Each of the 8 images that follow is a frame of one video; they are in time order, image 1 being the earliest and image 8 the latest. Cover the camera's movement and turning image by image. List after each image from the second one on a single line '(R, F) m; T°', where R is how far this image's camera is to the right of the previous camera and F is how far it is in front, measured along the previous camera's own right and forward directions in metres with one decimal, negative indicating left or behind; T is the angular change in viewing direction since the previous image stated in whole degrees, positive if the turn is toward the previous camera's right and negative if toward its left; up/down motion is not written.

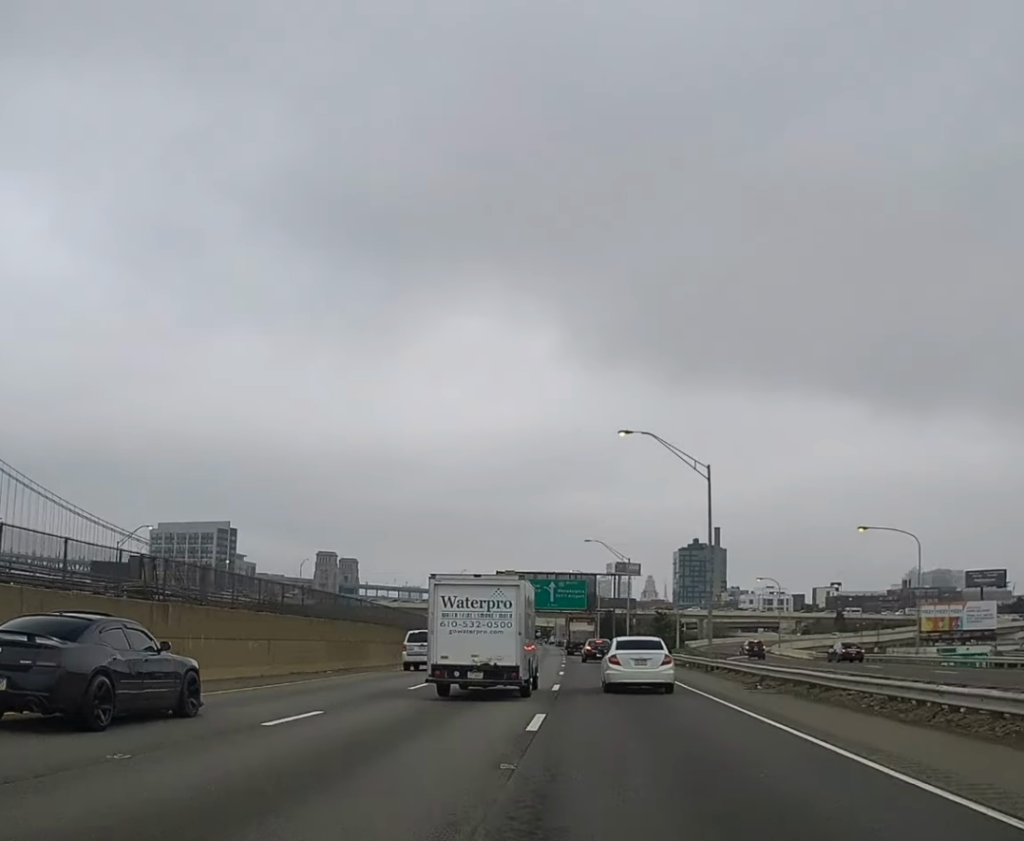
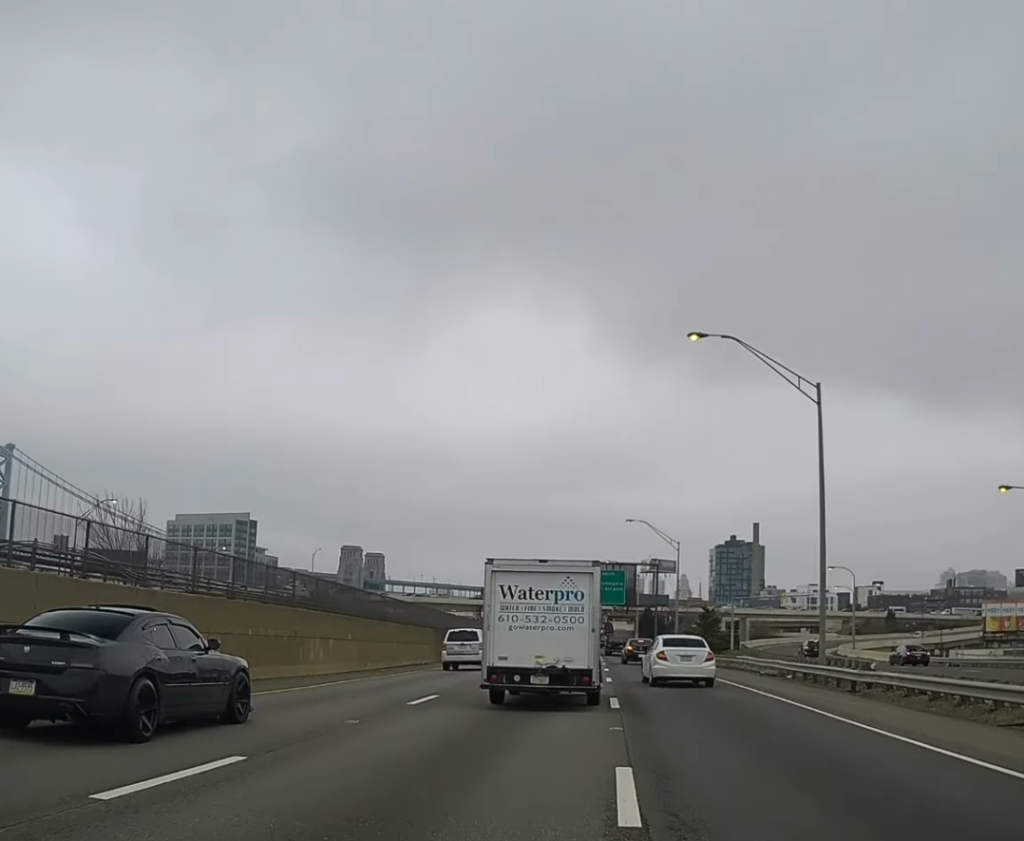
(-0.1, +23.1) m; -1°
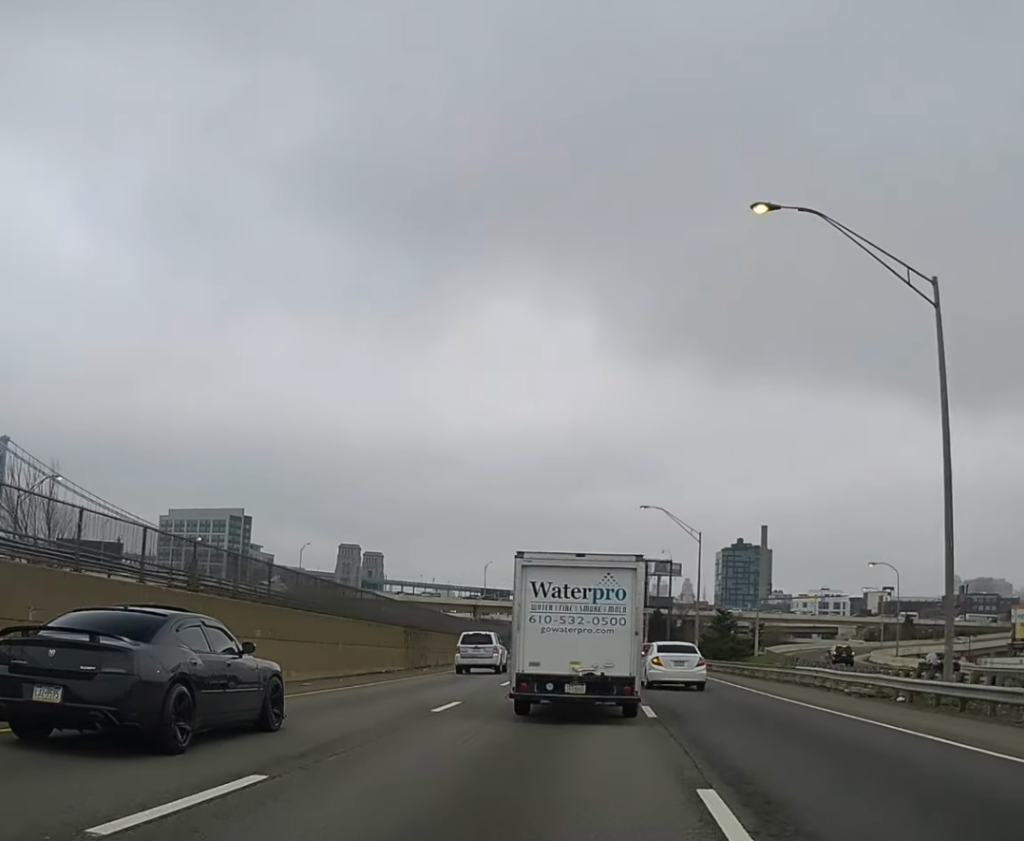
(-0.2, +14.8) m; -1°
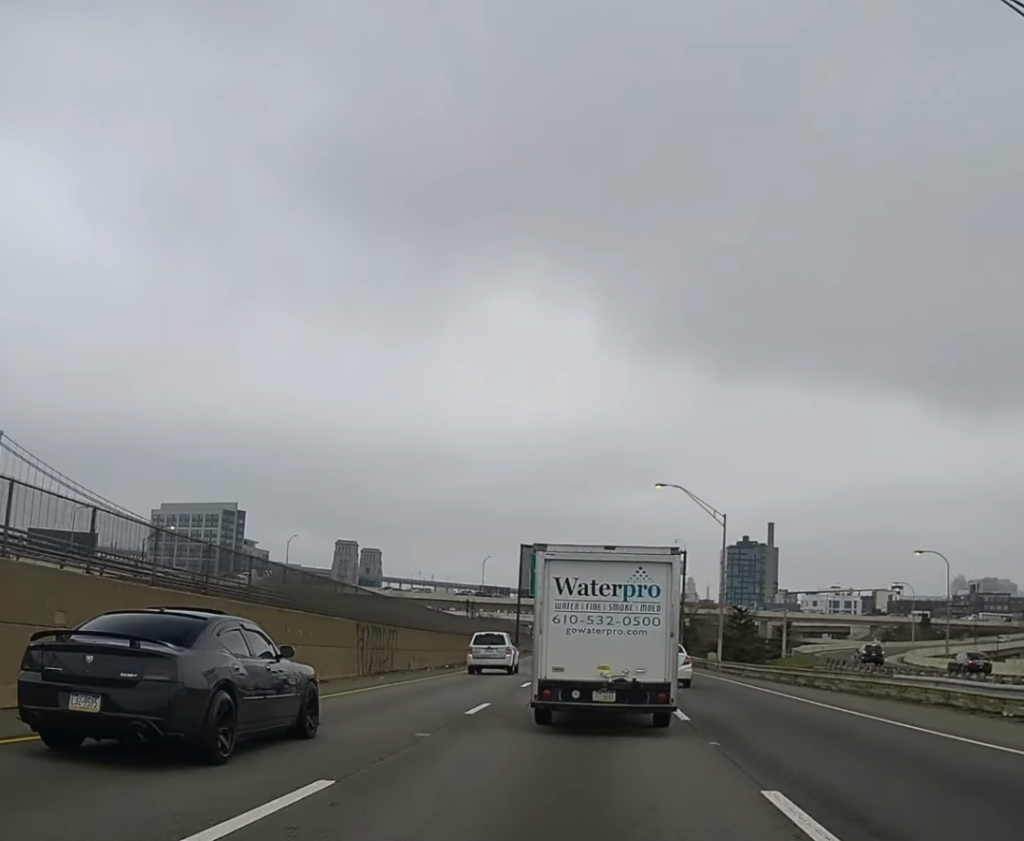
(0.0, +13.7) m; -1°
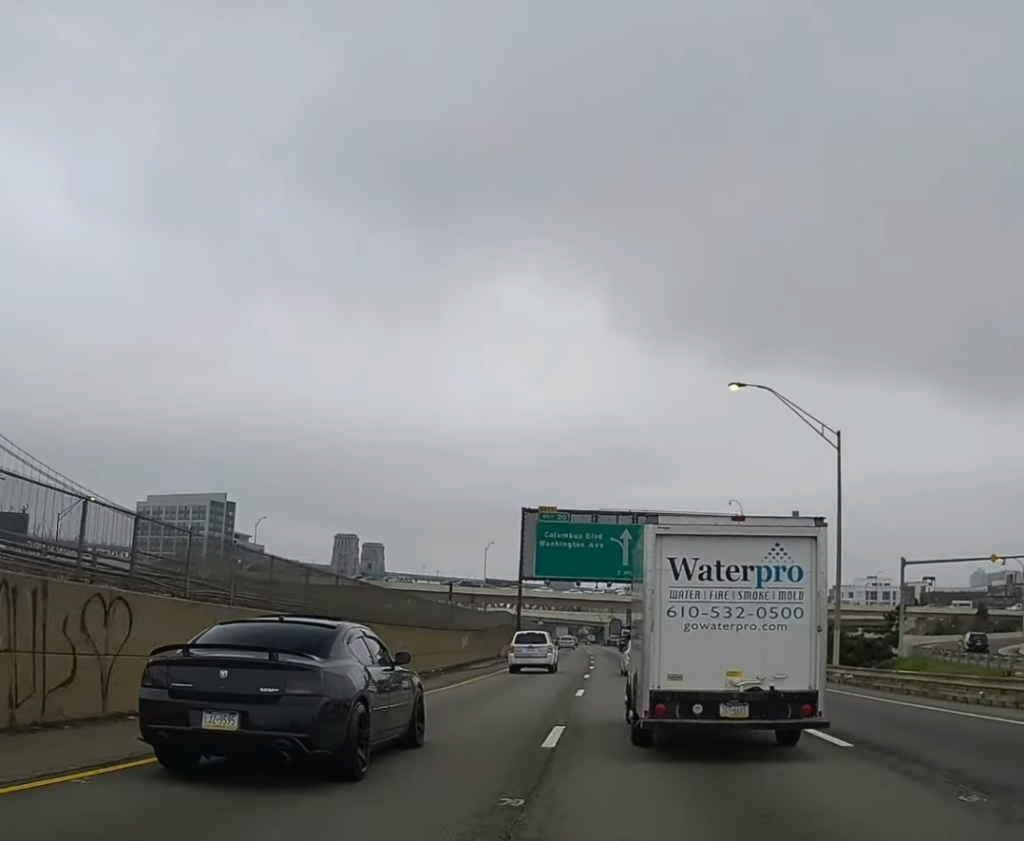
(-0.7, +31.6) m; -1°
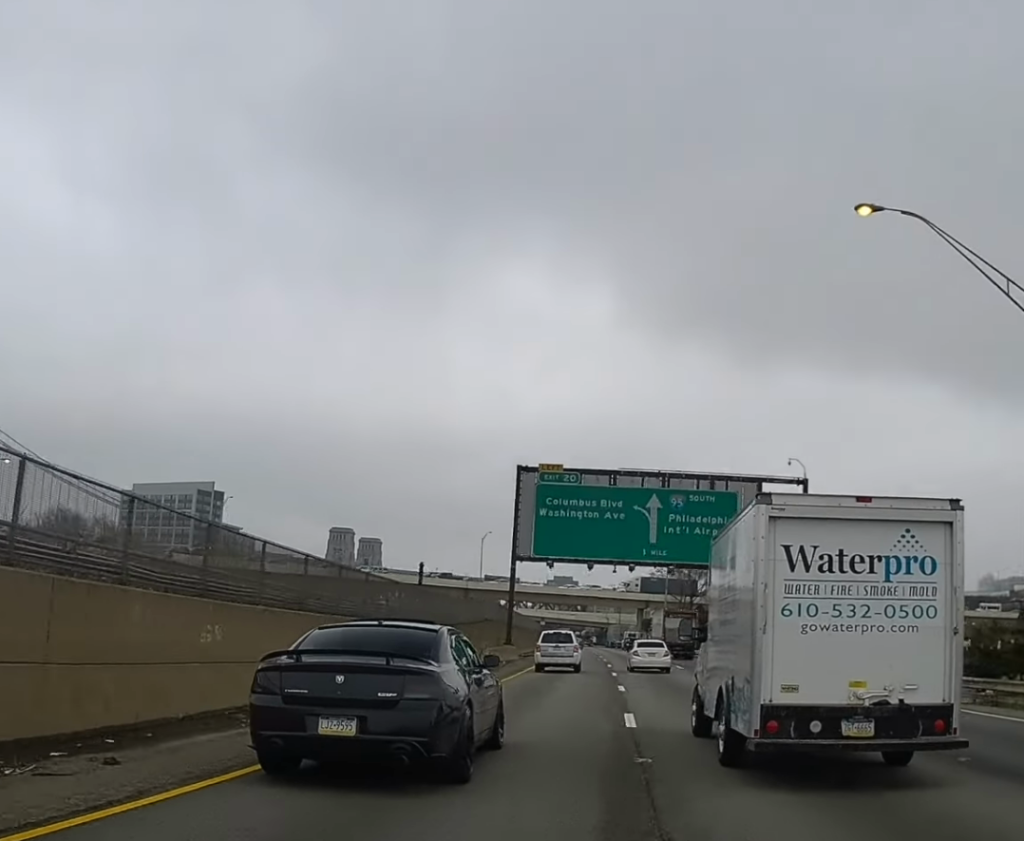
(-0.1, +22.0) m; 0°
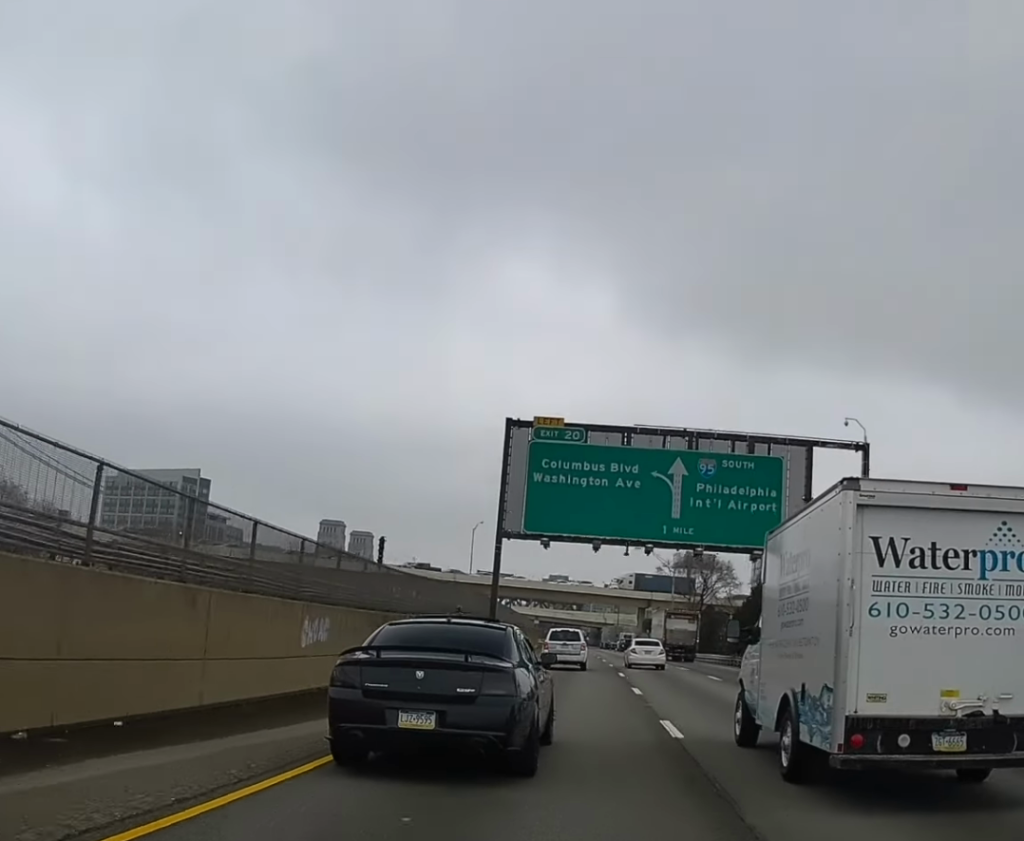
(0.0, +14.3) m; 0°
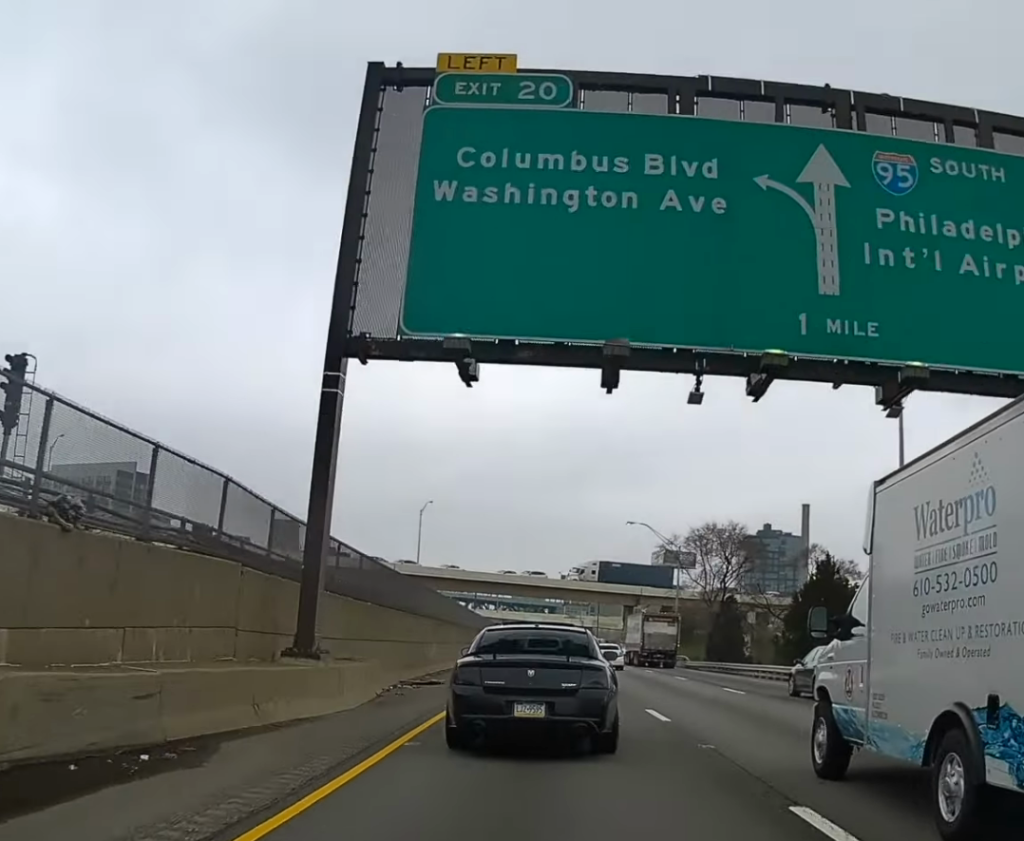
(+0.2, +34.4) m; +1°
